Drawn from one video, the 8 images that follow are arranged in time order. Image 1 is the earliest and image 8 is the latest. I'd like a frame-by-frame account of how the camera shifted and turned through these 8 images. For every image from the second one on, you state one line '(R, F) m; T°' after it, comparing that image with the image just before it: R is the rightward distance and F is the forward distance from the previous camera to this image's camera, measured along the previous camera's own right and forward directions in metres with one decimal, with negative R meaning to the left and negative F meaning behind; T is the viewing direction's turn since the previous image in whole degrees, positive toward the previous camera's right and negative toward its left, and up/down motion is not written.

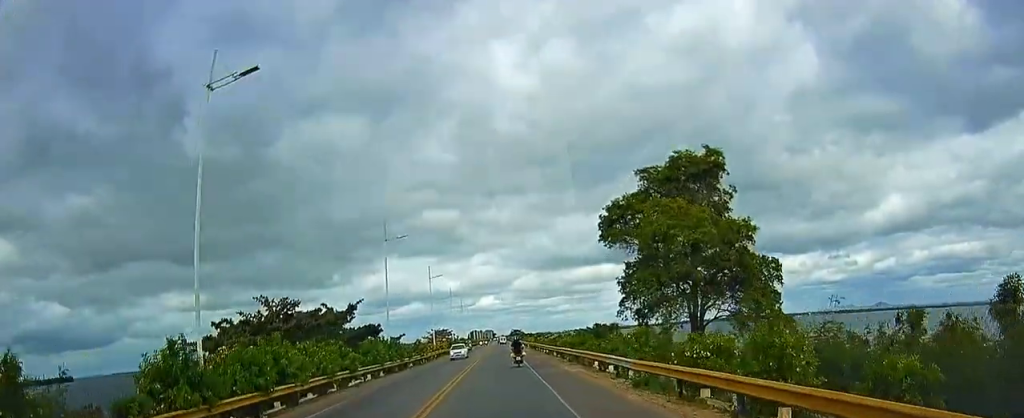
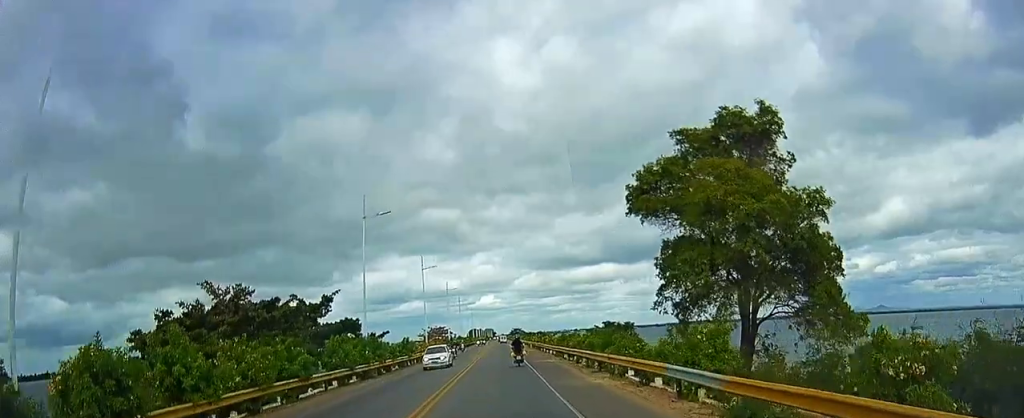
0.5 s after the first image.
(0.0, +8.0) m; +1°
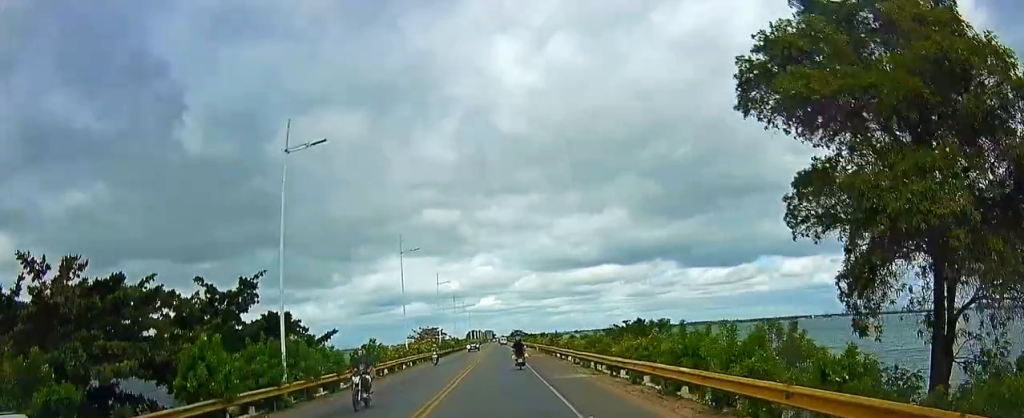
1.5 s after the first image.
(+0.5, +14.5) m; -1°
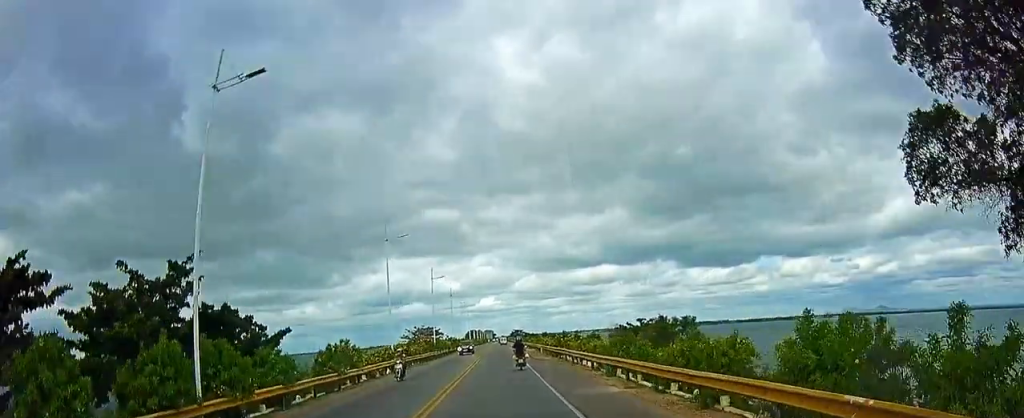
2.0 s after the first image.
(-0.3, +7.1) m; -1°
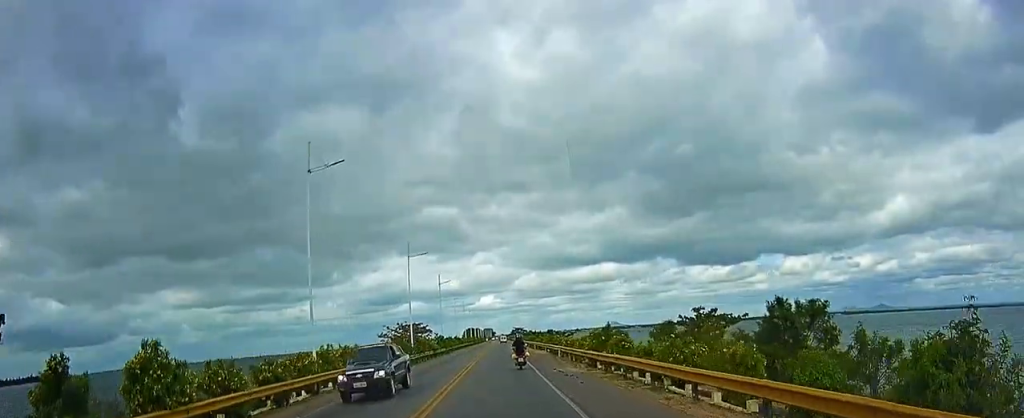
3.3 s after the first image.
(-0.3, +19.9) m; 0°
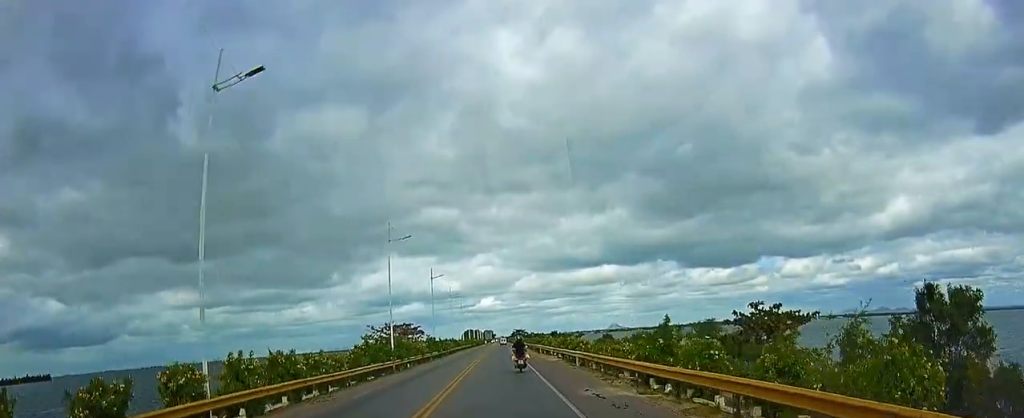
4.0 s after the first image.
(0.0, +10.8) m; 0°
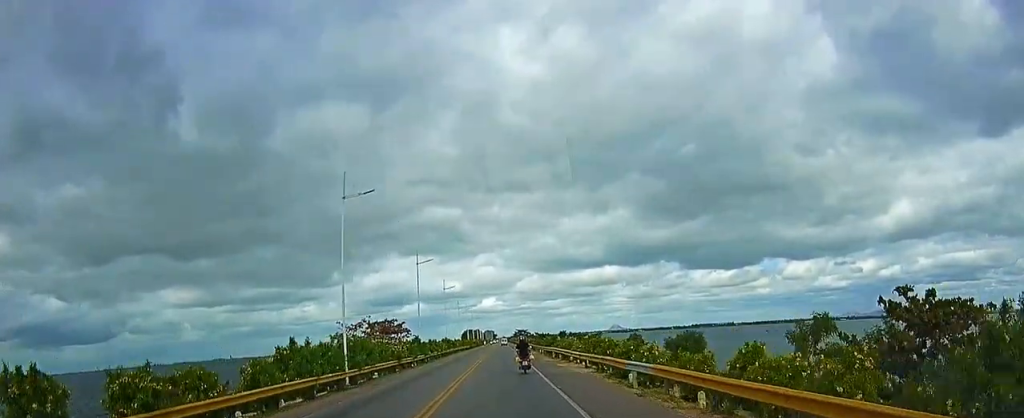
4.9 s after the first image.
(0.0, +14.8) m; +1°
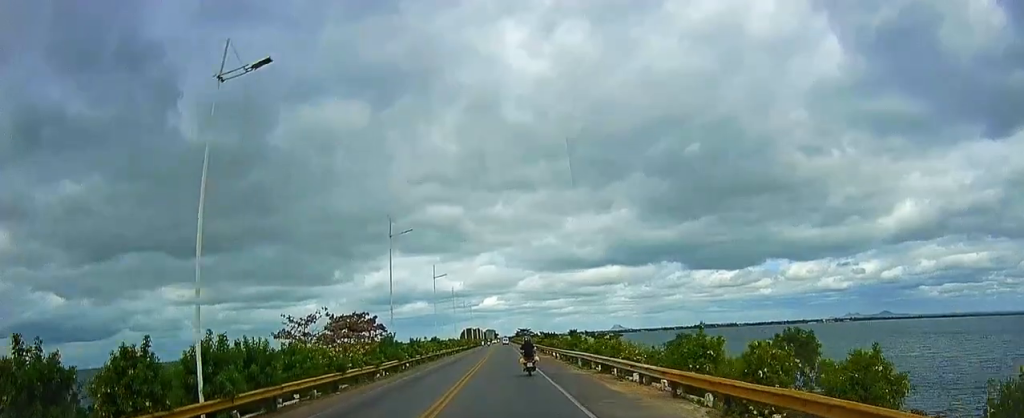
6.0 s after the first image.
(+0.3, +16.4) m; 0°
